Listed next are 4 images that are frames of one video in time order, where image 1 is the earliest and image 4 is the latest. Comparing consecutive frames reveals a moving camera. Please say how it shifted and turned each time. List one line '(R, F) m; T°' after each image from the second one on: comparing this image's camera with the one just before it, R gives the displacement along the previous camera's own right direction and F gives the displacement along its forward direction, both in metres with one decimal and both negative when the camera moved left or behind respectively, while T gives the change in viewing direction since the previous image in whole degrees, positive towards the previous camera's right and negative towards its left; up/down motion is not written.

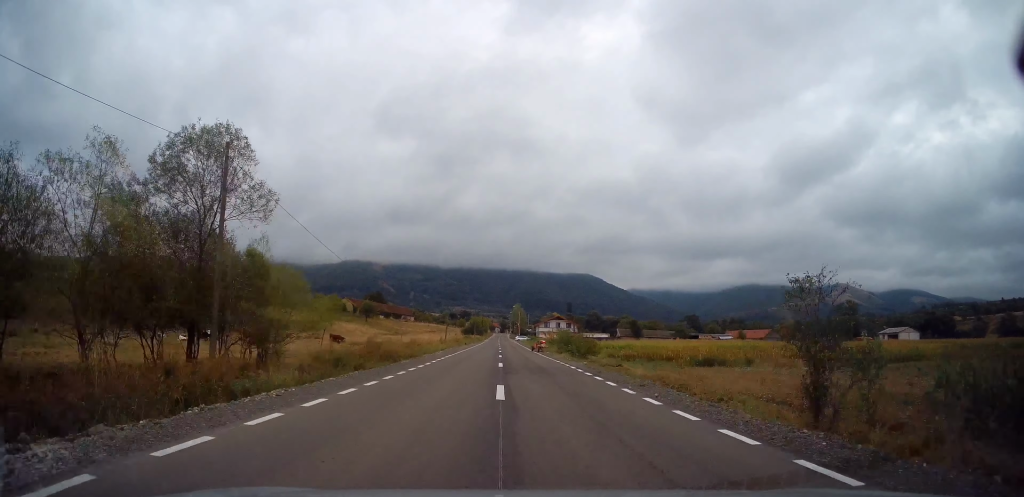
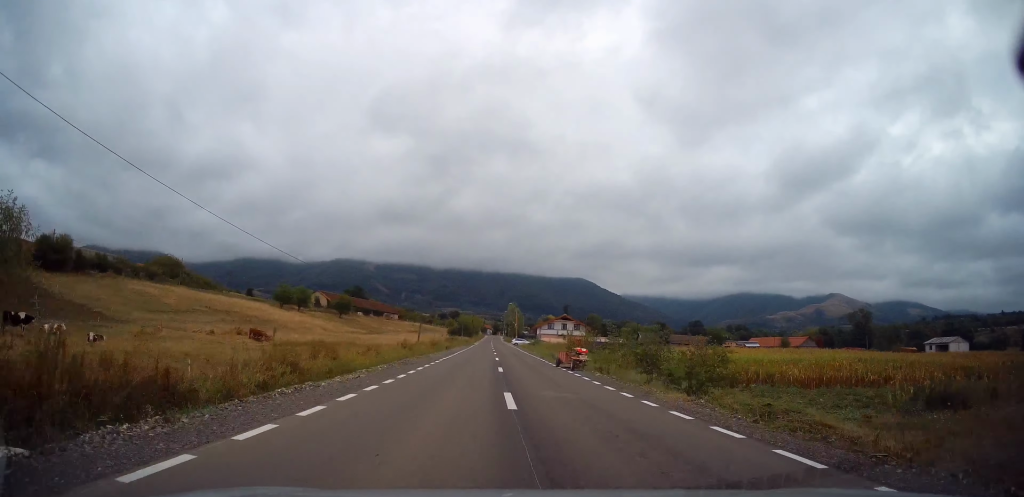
(0.0, +23.6) m; 0°
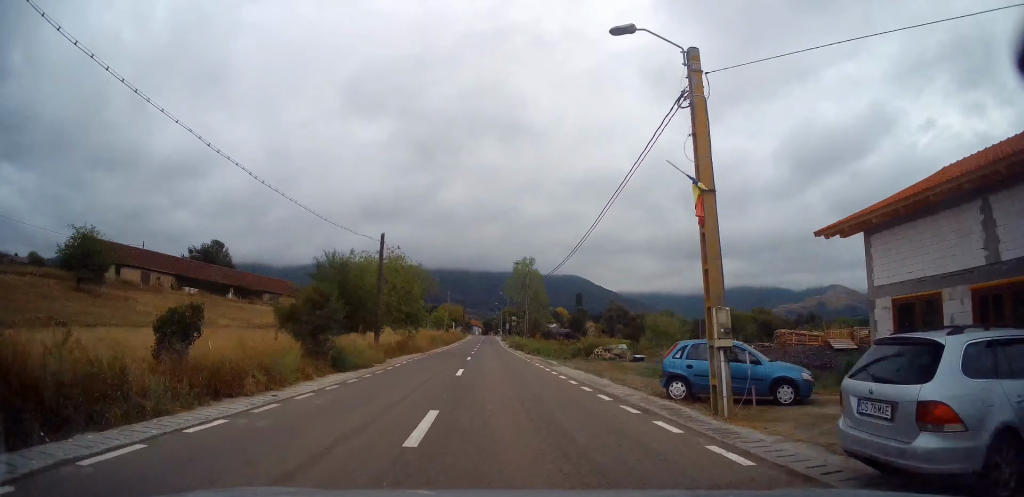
(+0.5, +106.9) m; +1°
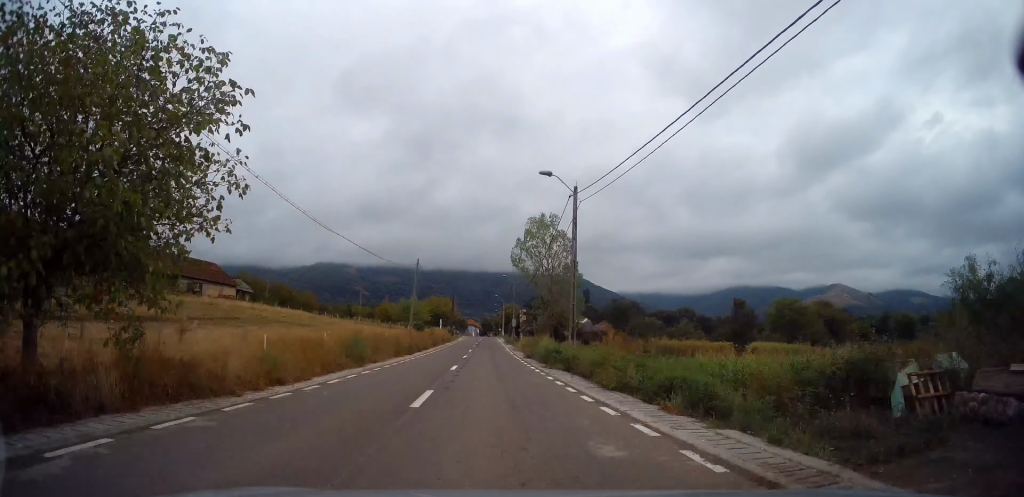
(+0.3, +30.9) m; -1°
